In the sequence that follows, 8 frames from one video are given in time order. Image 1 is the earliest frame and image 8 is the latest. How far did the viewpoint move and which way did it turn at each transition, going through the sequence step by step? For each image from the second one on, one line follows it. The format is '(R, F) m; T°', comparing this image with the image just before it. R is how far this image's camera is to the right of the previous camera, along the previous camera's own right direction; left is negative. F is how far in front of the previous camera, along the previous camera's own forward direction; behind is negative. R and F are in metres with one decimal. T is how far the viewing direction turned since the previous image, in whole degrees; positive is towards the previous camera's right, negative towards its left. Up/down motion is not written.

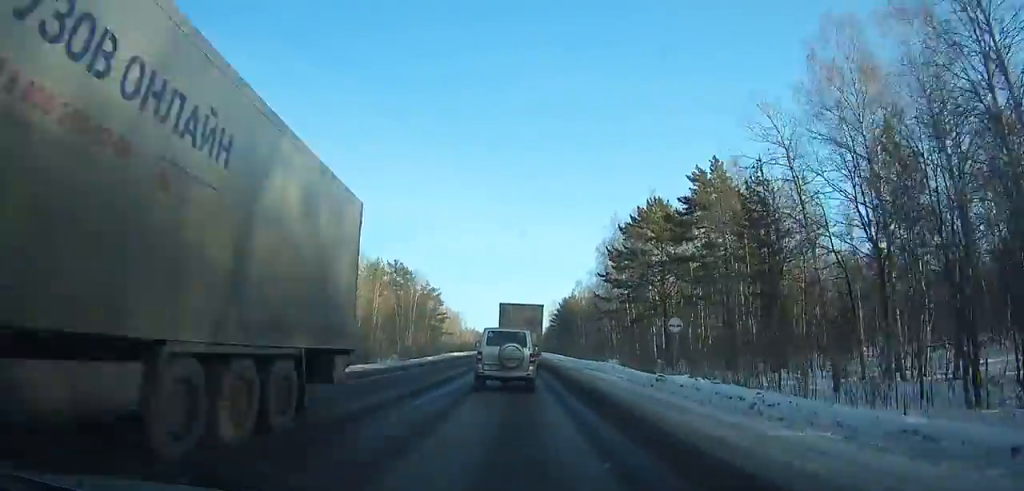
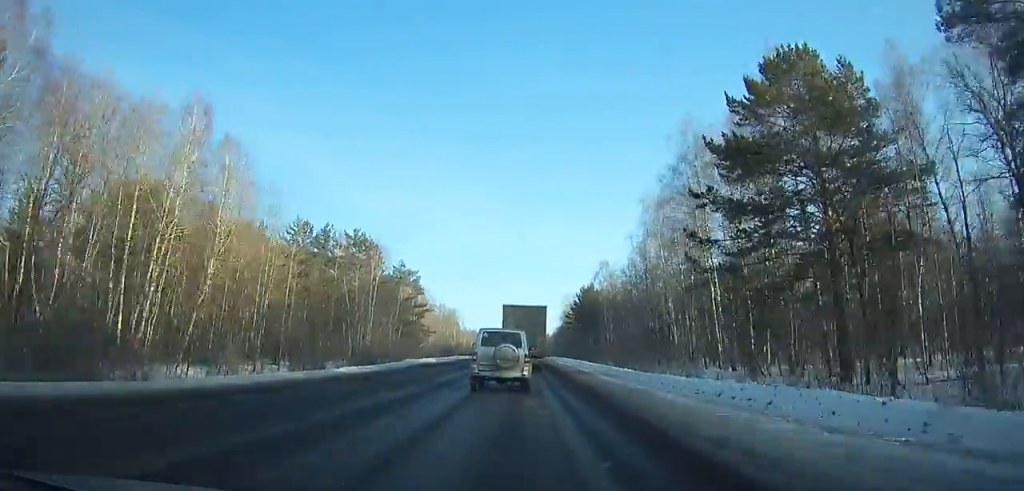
(-0.2, +34.2) m; -1°
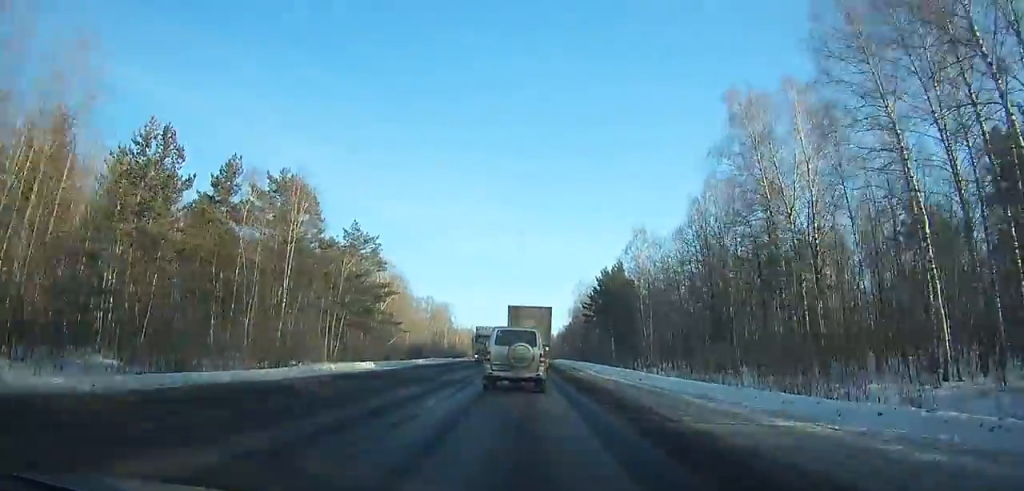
(-0.2, +28.9) m; -1°
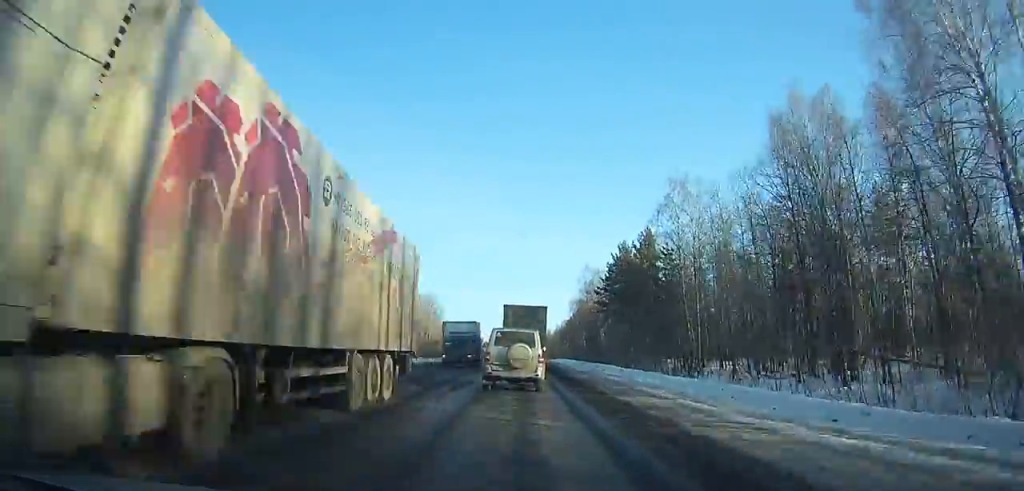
(-0.1, +21.3) m; 0°
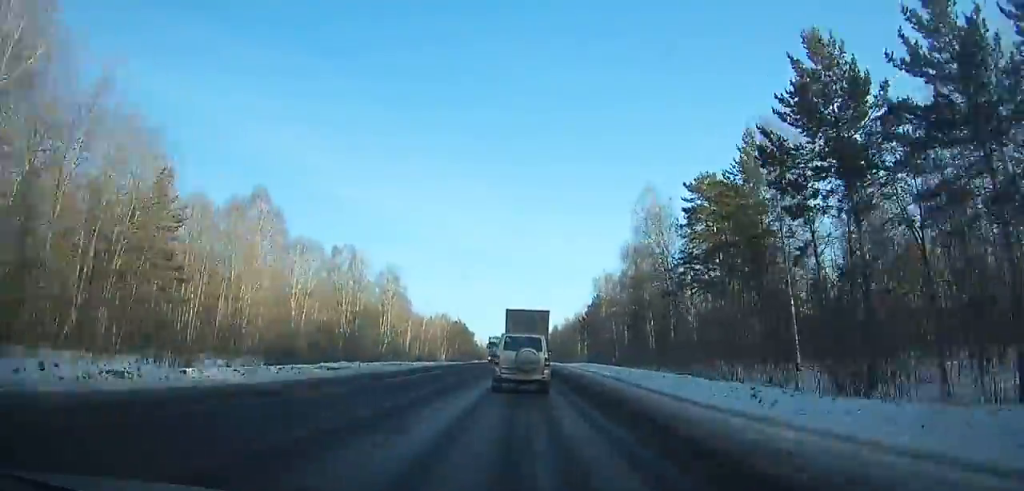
(-0.3, +51.1) m; +1°
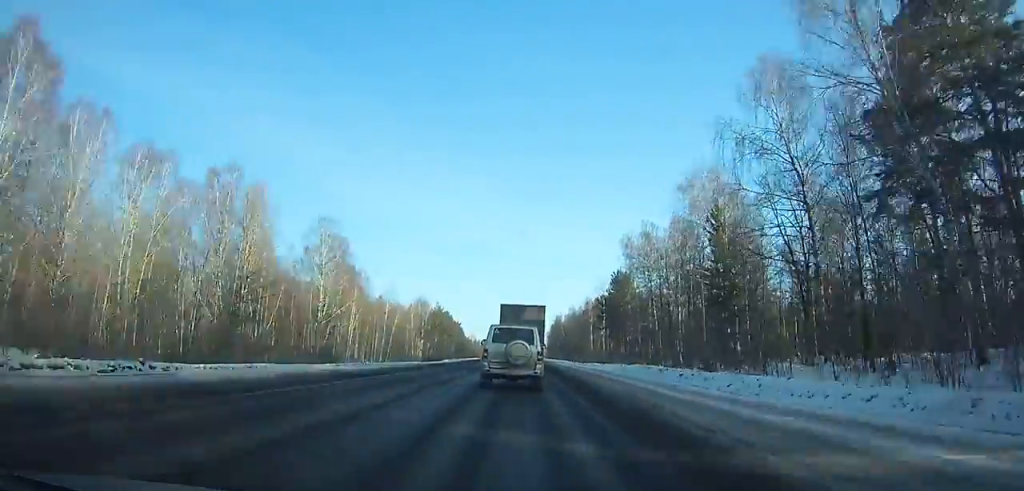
(+1.3, +36.9) m; 0°
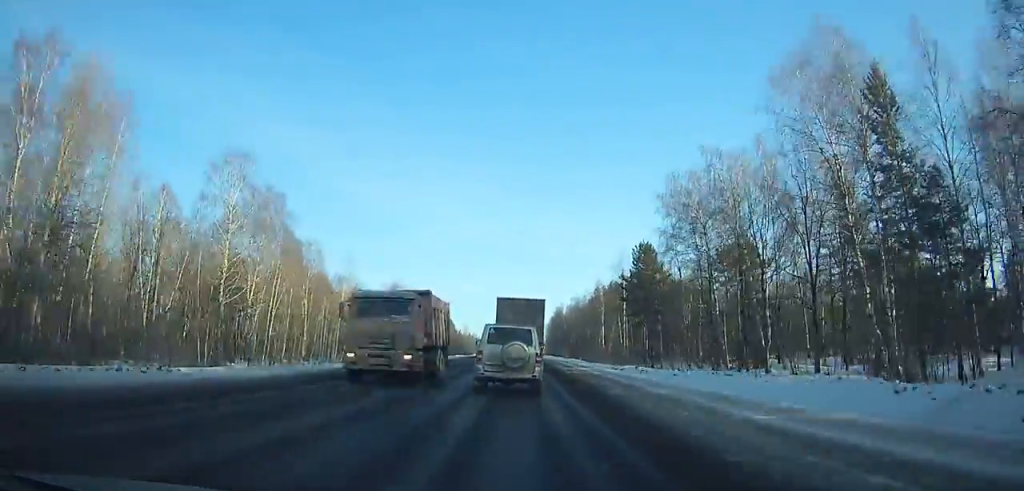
(-0.8, +23.6) m; -1°
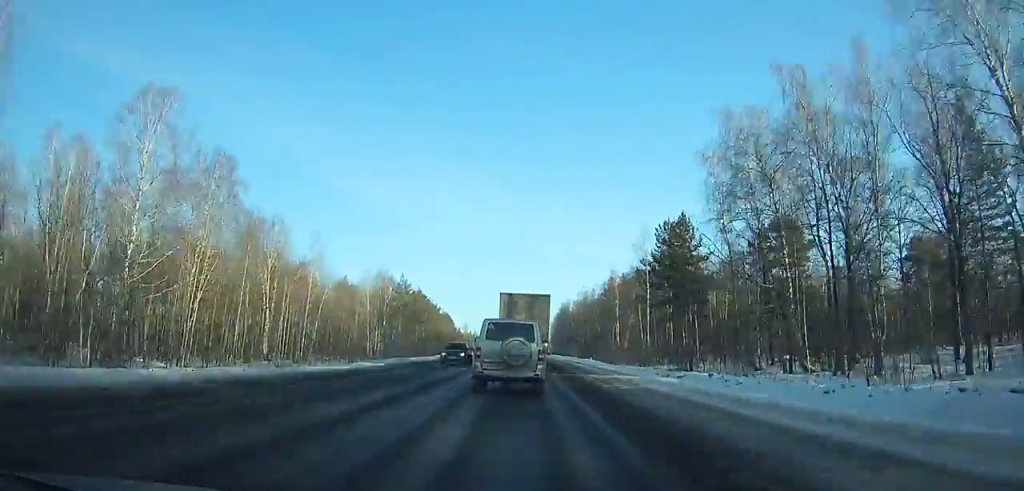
(-0.4, +14.0) m; -1°
